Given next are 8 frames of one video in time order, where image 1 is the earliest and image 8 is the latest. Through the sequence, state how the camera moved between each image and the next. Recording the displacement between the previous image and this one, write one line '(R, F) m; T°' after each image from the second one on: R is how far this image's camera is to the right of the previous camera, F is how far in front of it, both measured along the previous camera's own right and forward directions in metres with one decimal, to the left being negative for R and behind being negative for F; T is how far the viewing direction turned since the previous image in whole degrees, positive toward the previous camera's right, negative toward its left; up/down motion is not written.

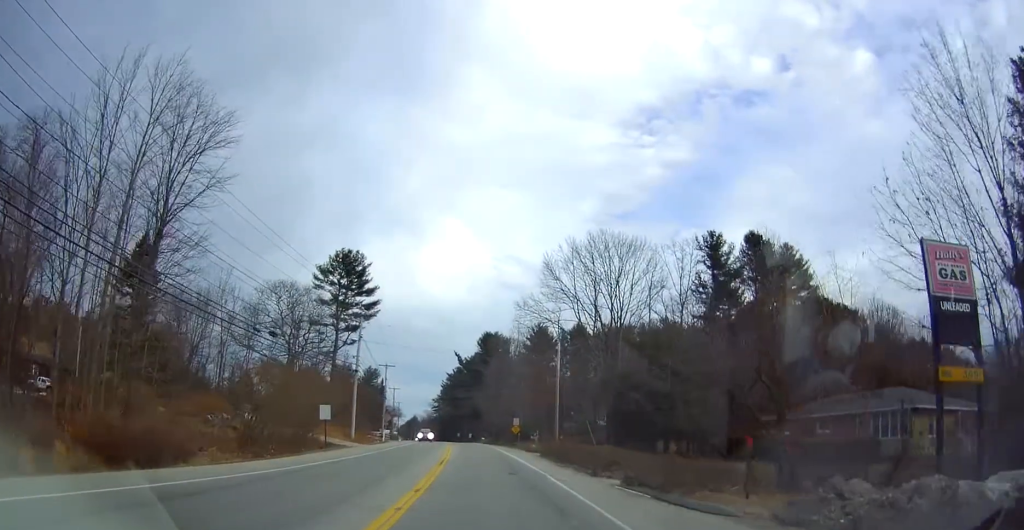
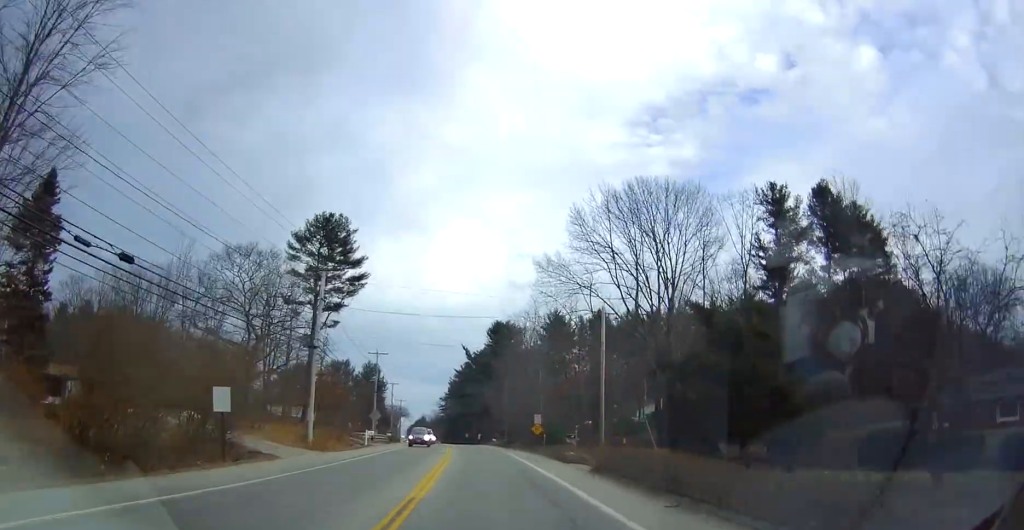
(0.0, +14.8) m; 0°
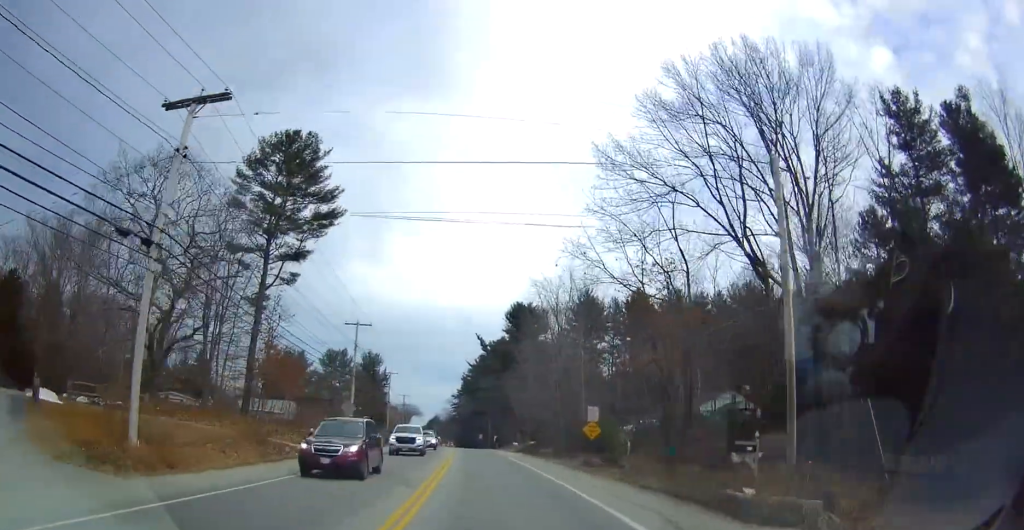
(-0.1, +19.8) m; -1°
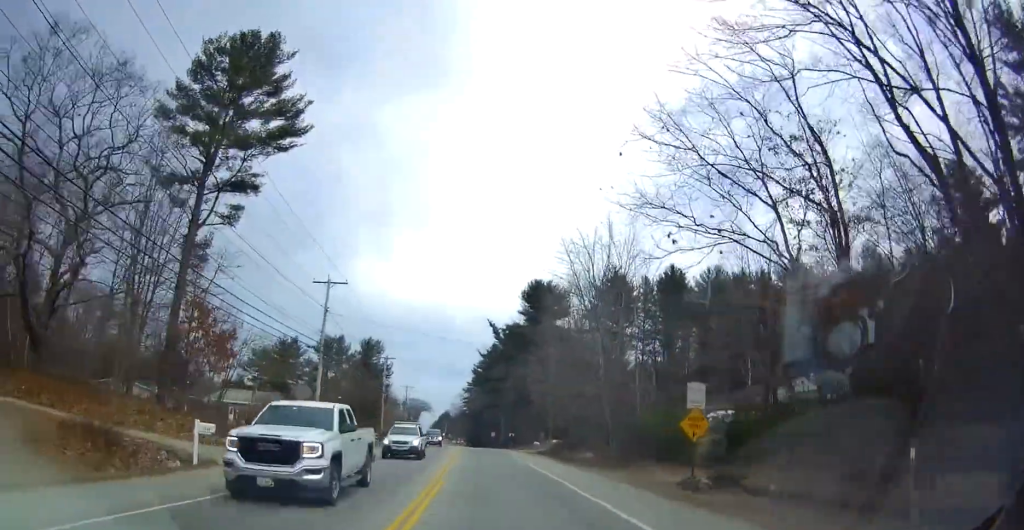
(-0.2, +13.8) m; -1°
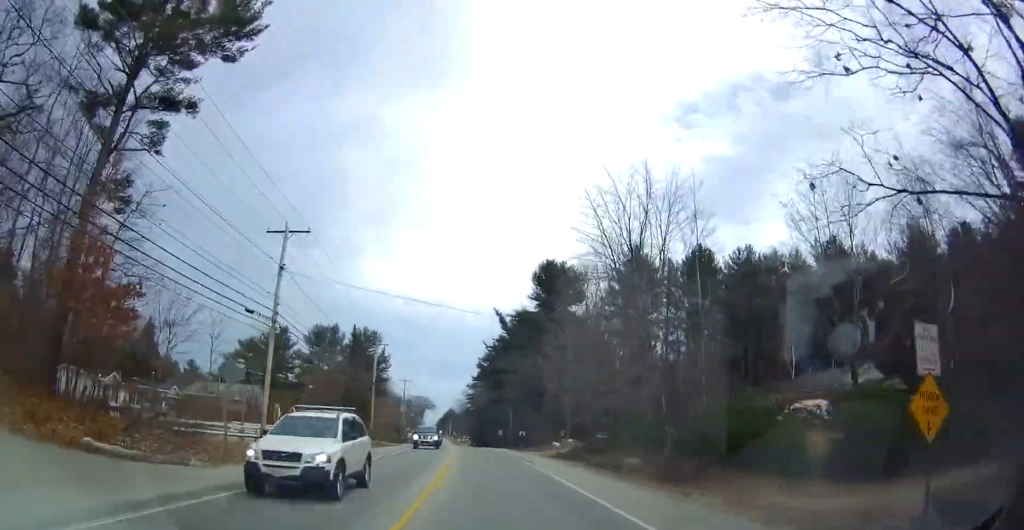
(+0.1, +10.1) m; -1°
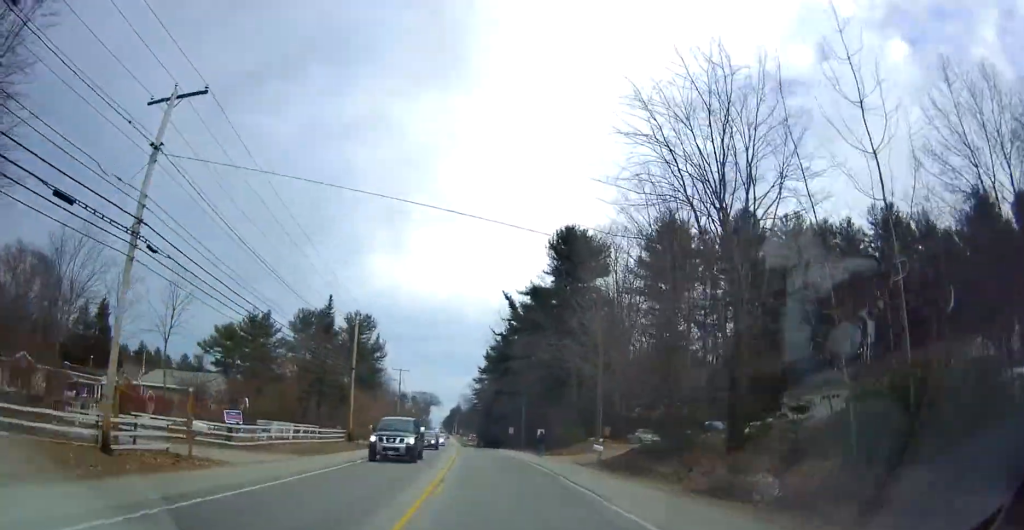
(-0.3, +13.3) m; -1°
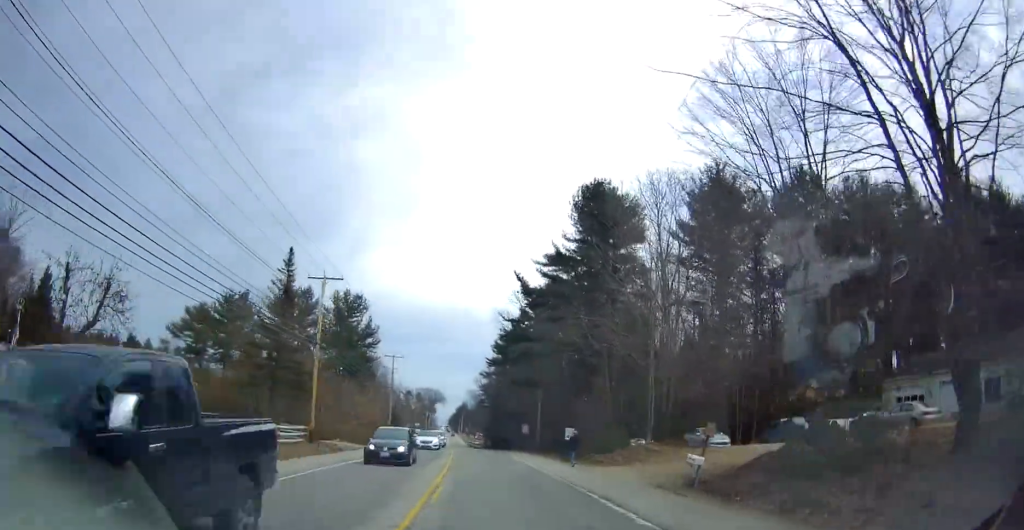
(-0.2, +13.4) m; -1°
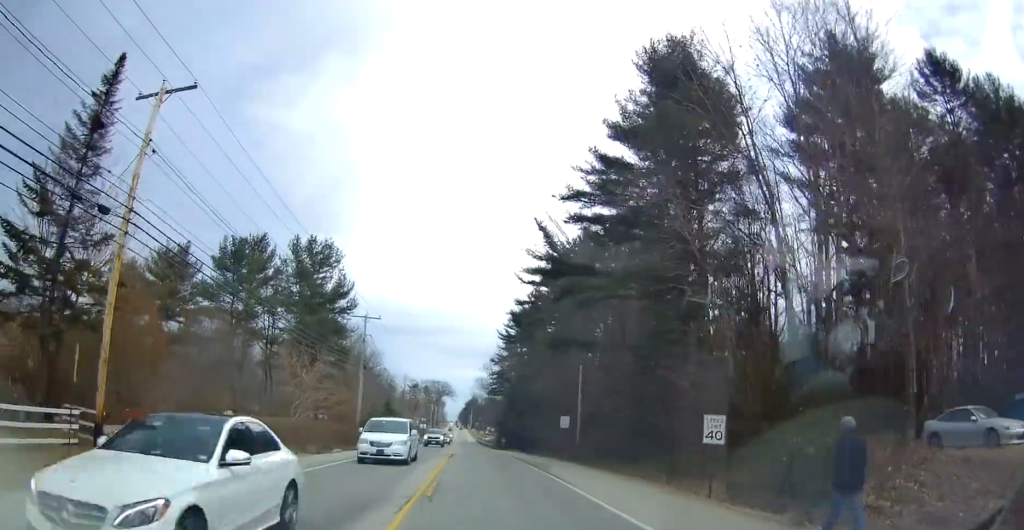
(0.0, +23.3) m; -1°
